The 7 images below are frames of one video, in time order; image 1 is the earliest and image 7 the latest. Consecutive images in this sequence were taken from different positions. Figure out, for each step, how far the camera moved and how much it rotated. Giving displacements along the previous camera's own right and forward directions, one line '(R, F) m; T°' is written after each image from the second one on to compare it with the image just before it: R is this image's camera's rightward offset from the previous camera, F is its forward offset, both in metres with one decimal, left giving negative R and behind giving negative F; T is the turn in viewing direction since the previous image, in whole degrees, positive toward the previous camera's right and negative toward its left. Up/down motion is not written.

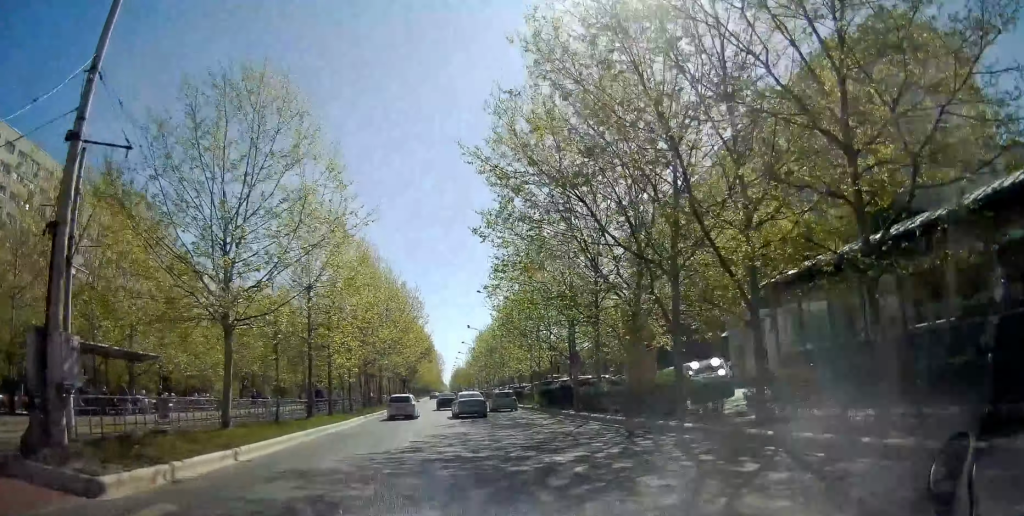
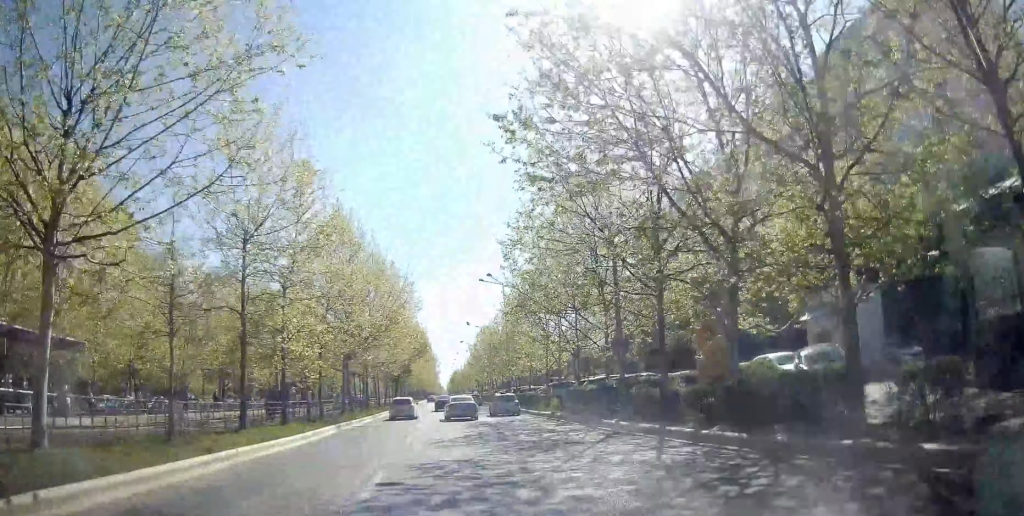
(+0.2, +7.7) m; 0°
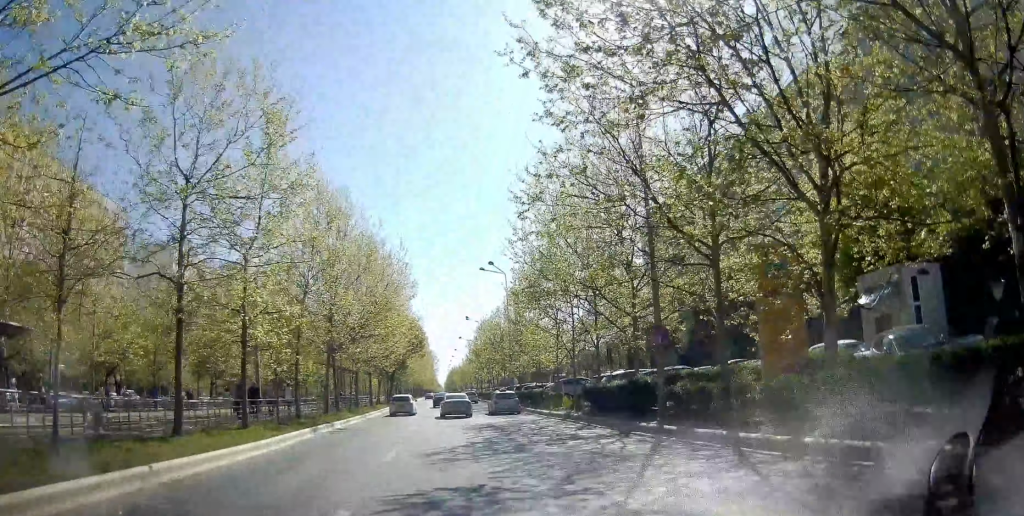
(-0.2, +4.3) m; 0°
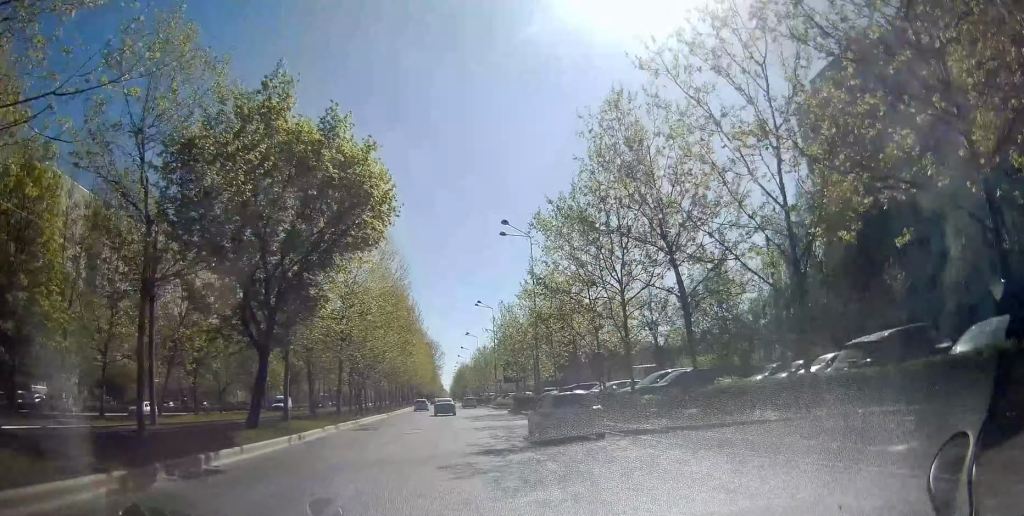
(-0.5, +50.9) m; -2°
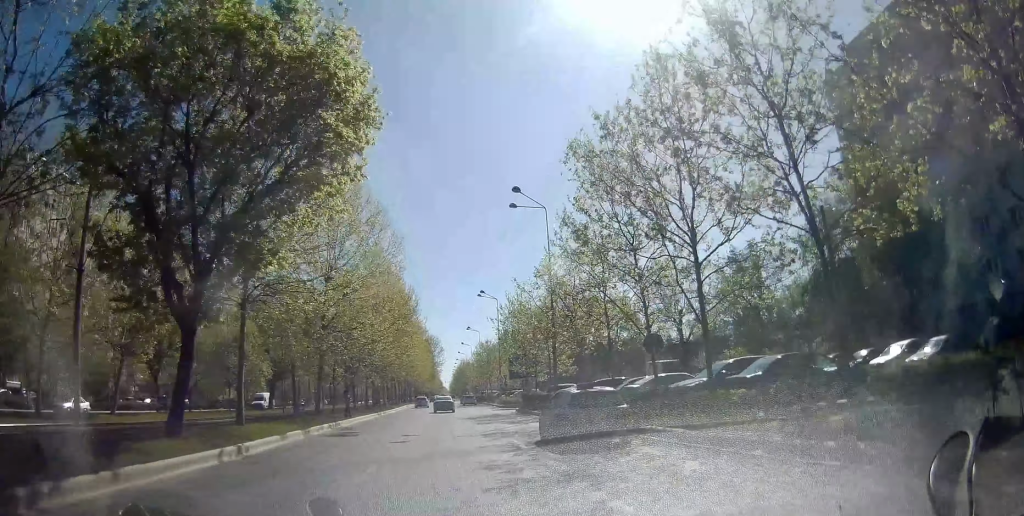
(0.0, +6.0) m; 0°
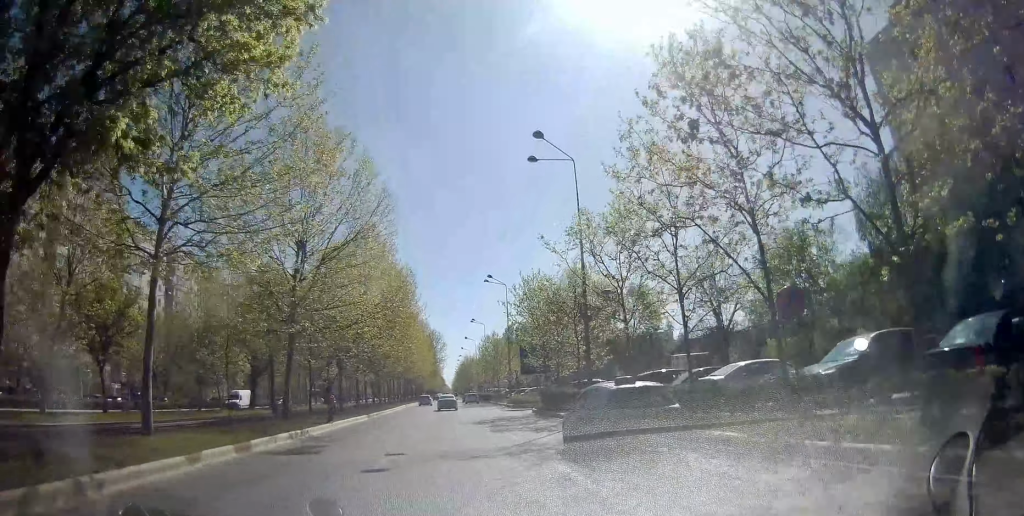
(+0.2, +6.9) m; +1°
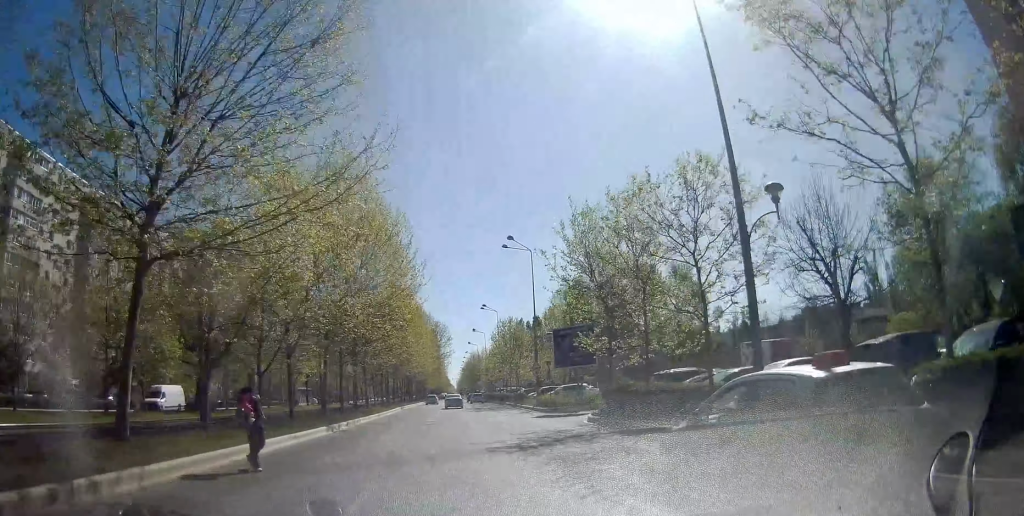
(0.0, +13.7) m; 0°
